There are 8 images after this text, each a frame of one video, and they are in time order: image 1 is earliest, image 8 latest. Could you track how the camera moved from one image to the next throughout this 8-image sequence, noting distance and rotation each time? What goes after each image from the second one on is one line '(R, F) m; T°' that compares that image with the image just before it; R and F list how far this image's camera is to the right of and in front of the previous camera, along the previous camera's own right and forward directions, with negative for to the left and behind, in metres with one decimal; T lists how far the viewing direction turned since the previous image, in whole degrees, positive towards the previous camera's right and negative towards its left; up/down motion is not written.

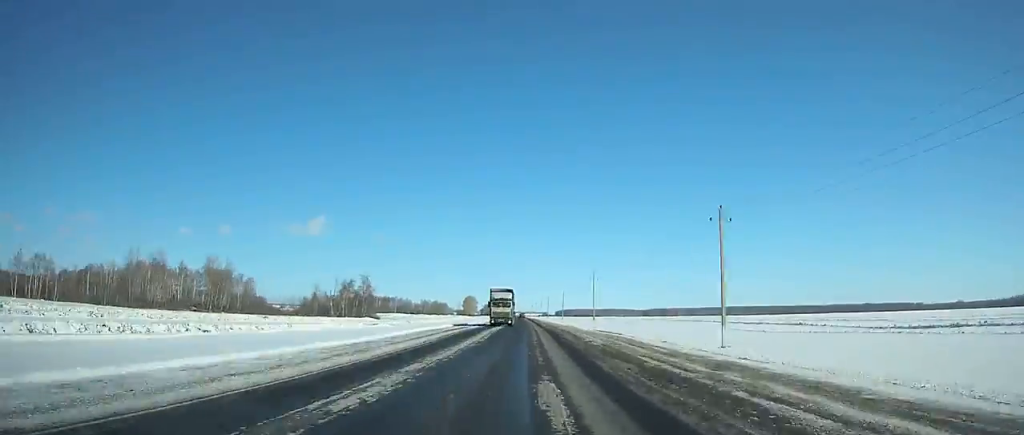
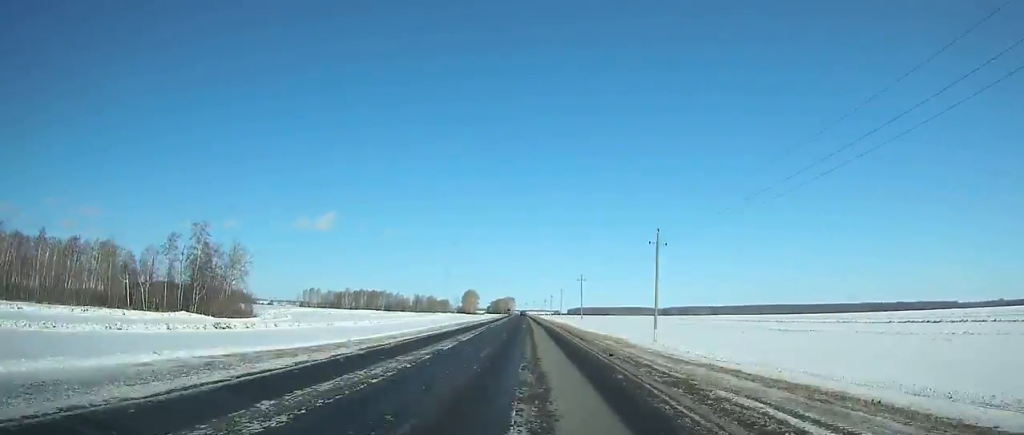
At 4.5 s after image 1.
(-0.6, +108.9) m; -1°
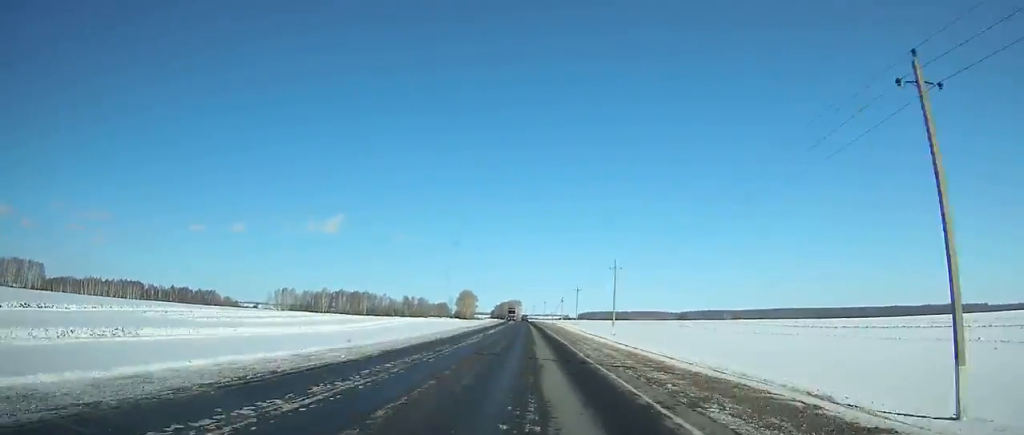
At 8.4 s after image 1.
(-1.0, +93.8) m; -1°
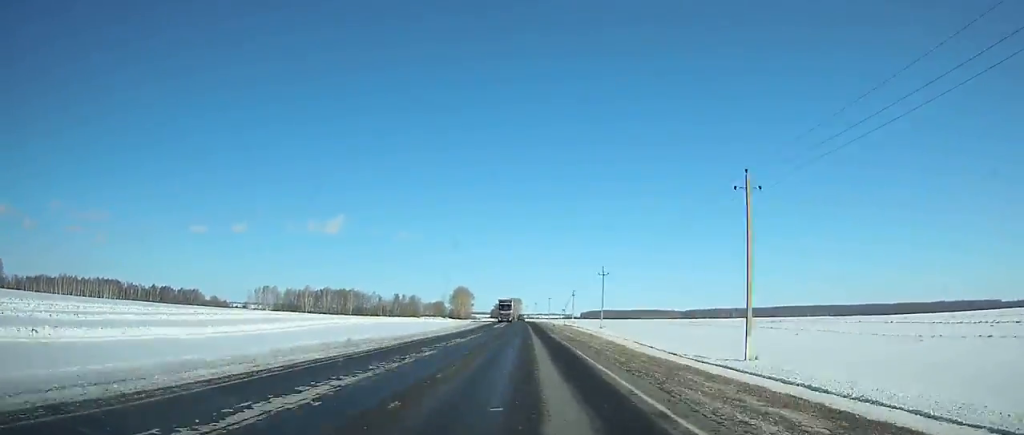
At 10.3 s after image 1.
(-0.1, +45.5) m; 0°
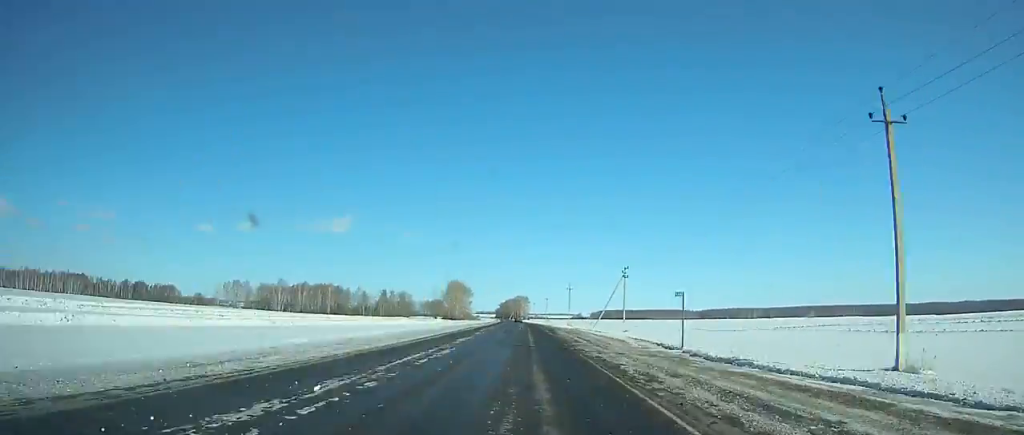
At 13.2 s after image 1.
(-0.1, +68.4) m; -1°
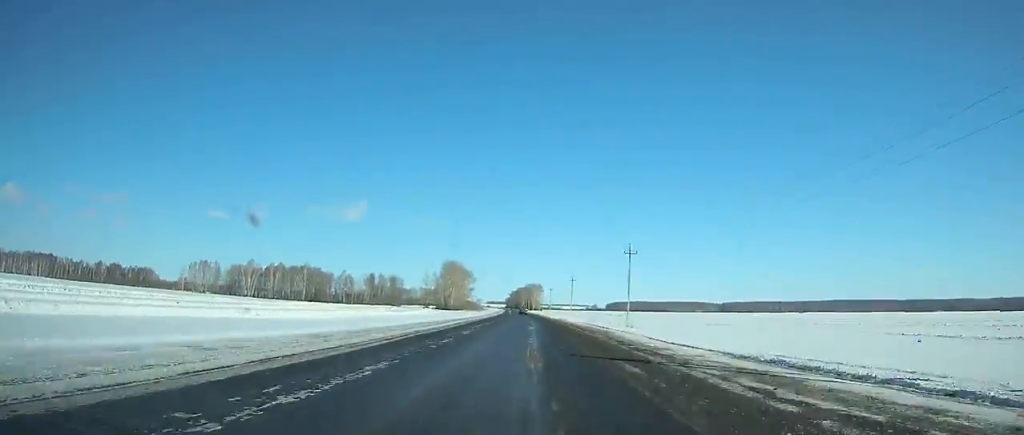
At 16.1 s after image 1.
(-0.9, +67.0) m; -1°
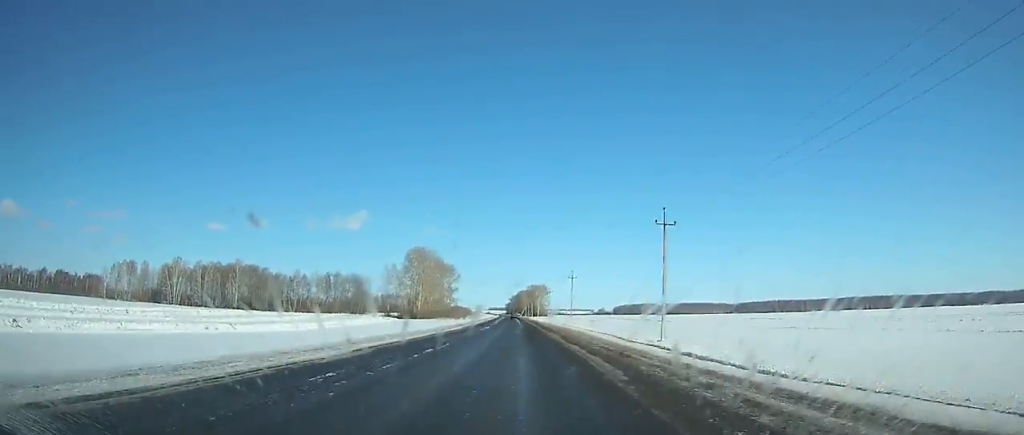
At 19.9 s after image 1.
(-0.4, +85.3) m; -1°
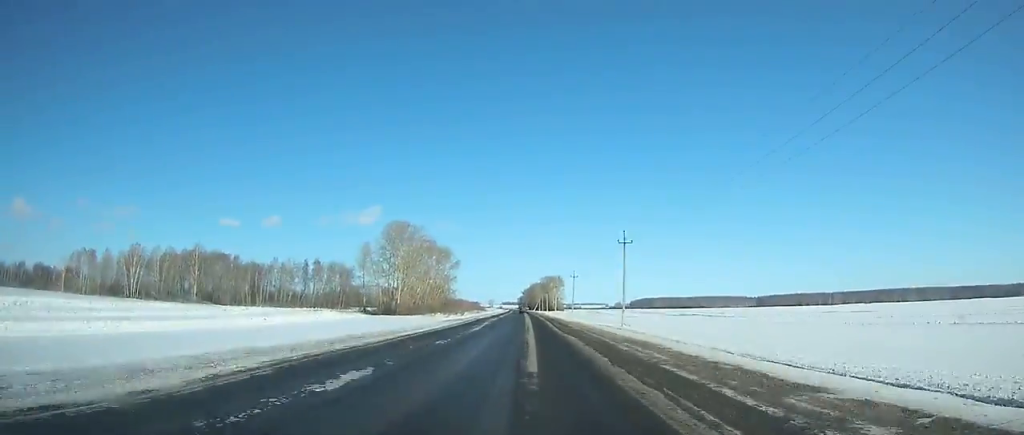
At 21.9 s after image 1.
(-0.2, +44.2) m; -1°
